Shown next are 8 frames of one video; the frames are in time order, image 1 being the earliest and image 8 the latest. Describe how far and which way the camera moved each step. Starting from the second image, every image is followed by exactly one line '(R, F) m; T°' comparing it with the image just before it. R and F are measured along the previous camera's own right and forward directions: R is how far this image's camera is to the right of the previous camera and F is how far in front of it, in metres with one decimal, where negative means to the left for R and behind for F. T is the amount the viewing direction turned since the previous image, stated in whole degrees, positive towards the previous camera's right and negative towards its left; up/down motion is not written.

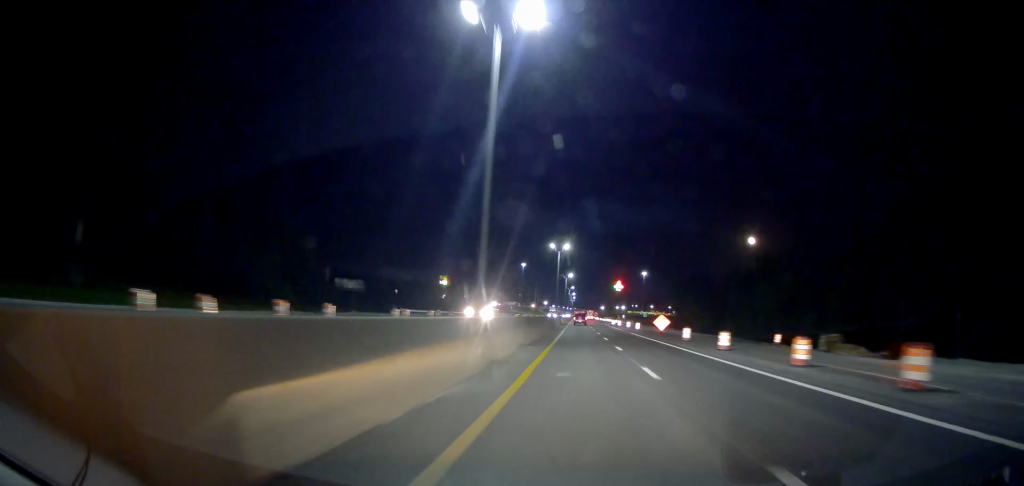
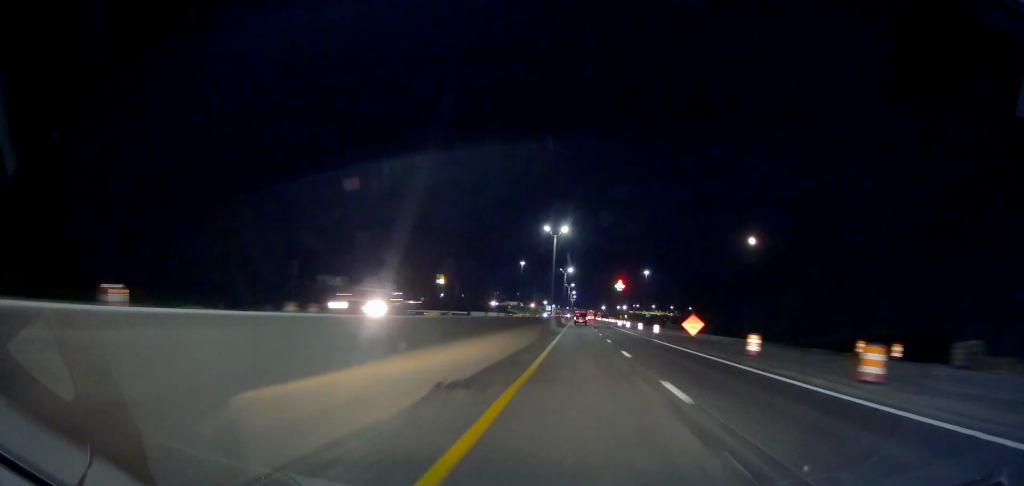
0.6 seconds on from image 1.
(-0.2, +15.9) m; 0°
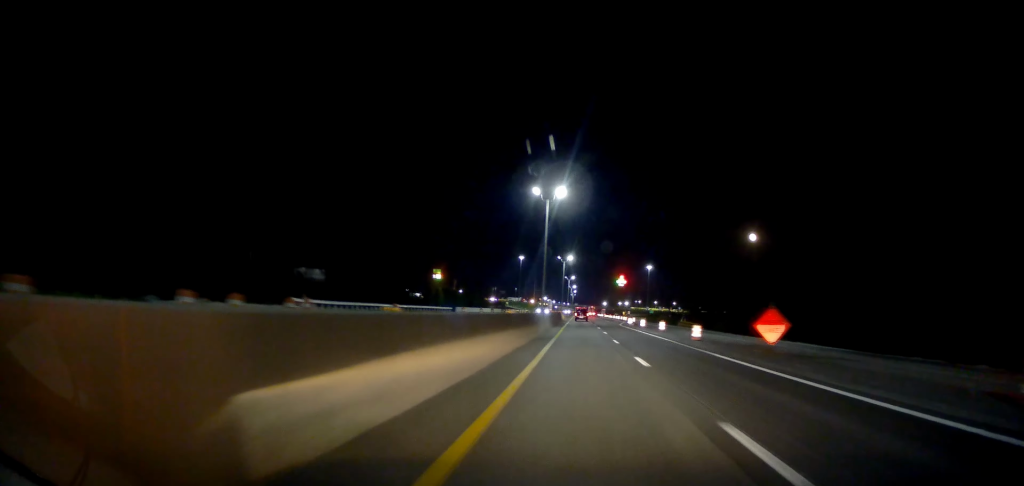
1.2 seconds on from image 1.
(+0.3, +17.8) m; +1°
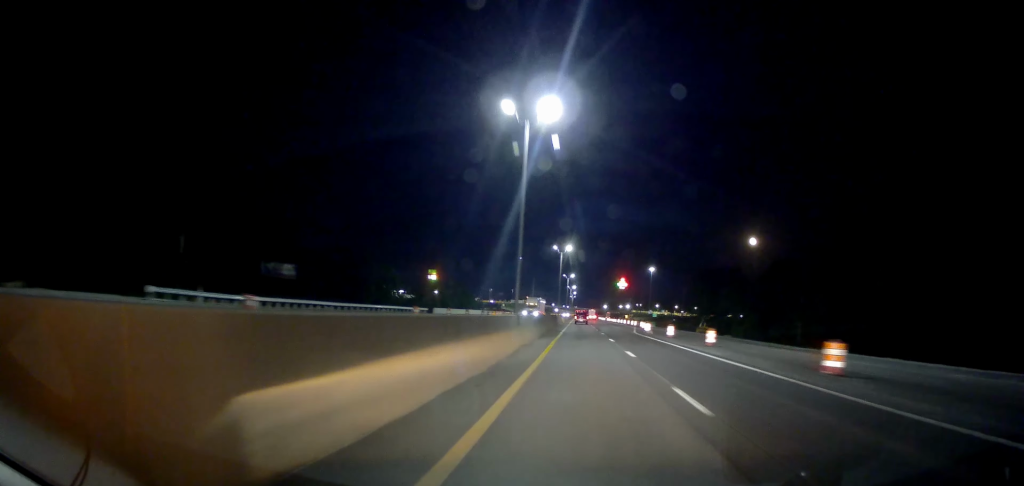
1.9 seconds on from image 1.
(+0.1, +19.8) m; 0°
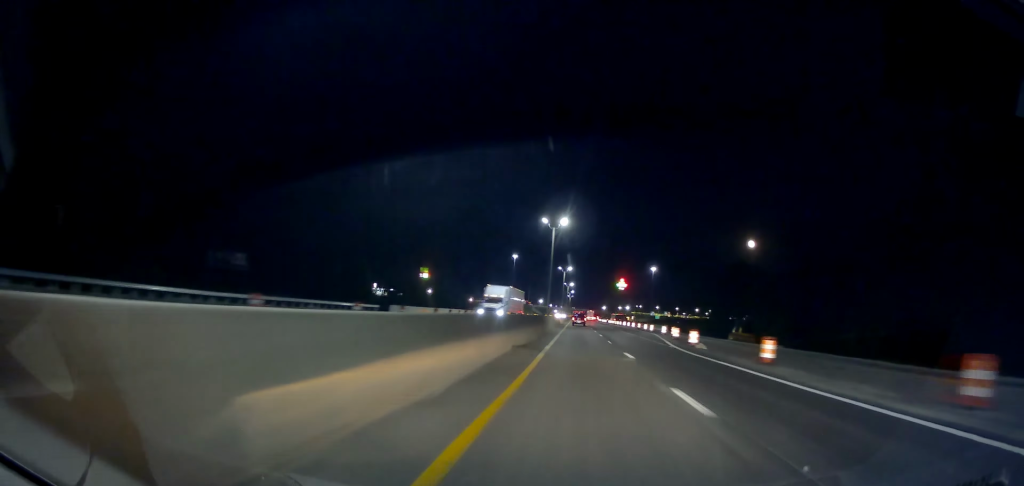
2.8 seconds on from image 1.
(0.0, +25.5) m; 0°
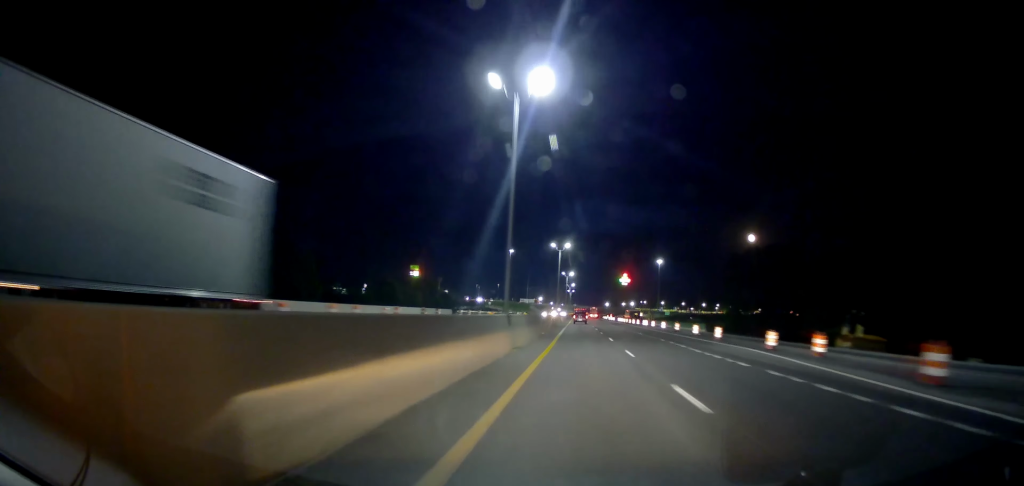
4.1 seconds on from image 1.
(-0.4, +35.9) m; -1°
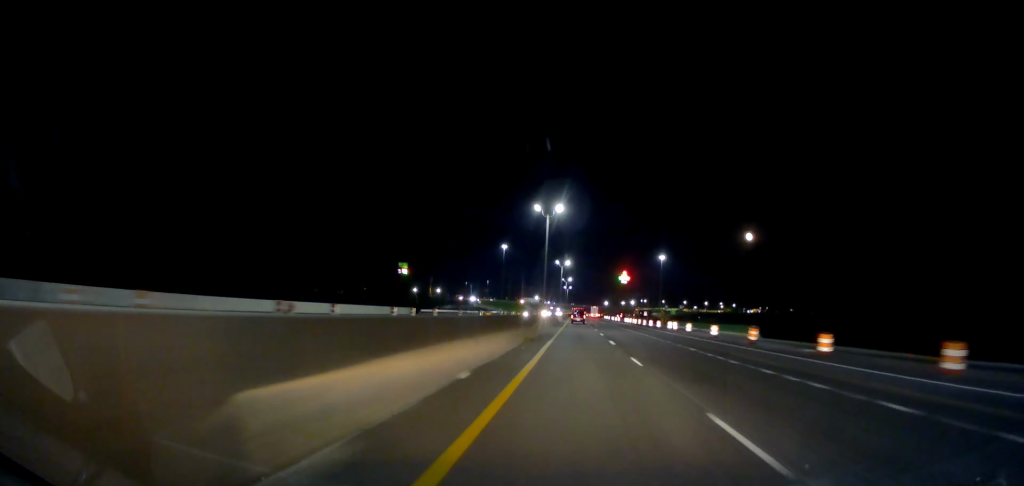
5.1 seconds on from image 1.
(+0.1, +28.3) m; +1°
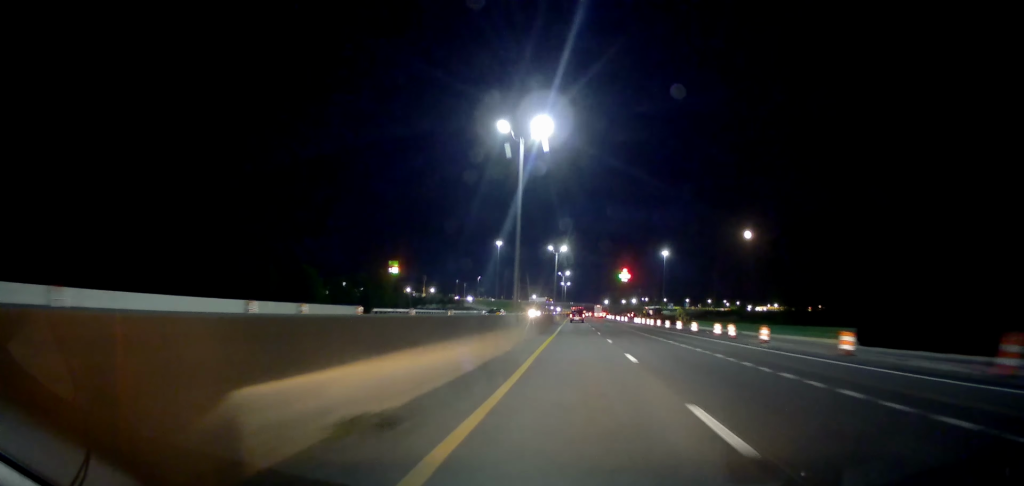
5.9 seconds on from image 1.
(+0.2, +23.6) m; 0°
